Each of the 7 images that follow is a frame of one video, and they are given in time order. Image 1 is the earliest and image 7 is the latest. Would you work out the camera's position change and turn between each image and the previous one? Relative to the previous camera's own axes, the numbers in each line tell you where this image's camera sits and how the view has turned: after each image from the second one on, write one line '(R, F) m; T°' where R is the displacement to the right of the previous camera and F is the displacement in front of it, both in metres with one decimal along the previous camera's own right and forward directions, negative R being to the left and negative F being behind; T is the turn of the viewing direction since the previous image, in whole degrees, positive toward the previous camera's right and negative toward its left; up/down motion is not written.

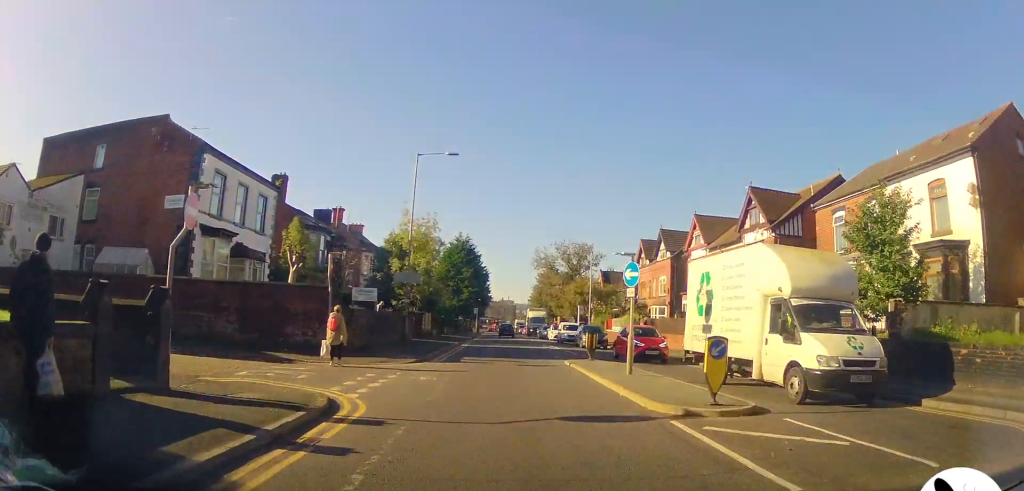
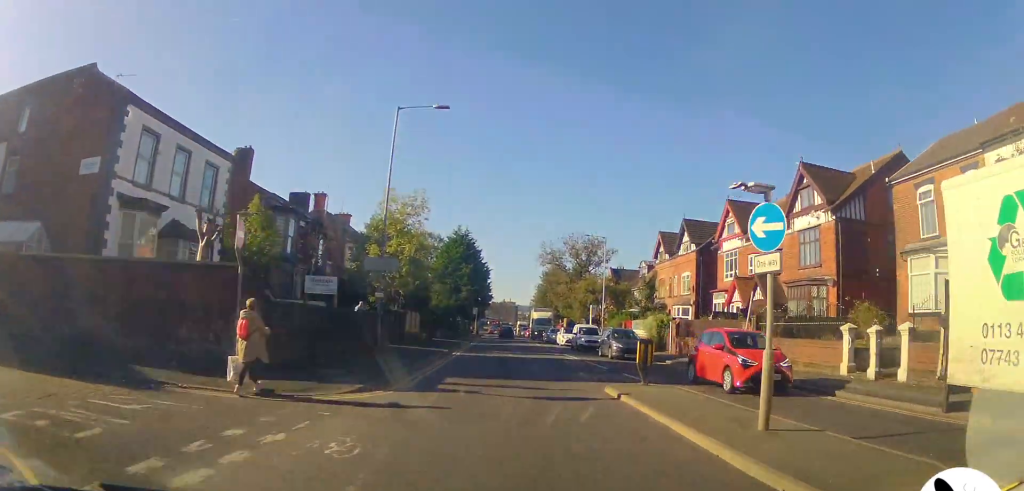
(-0.1, +7.3) m; +1°
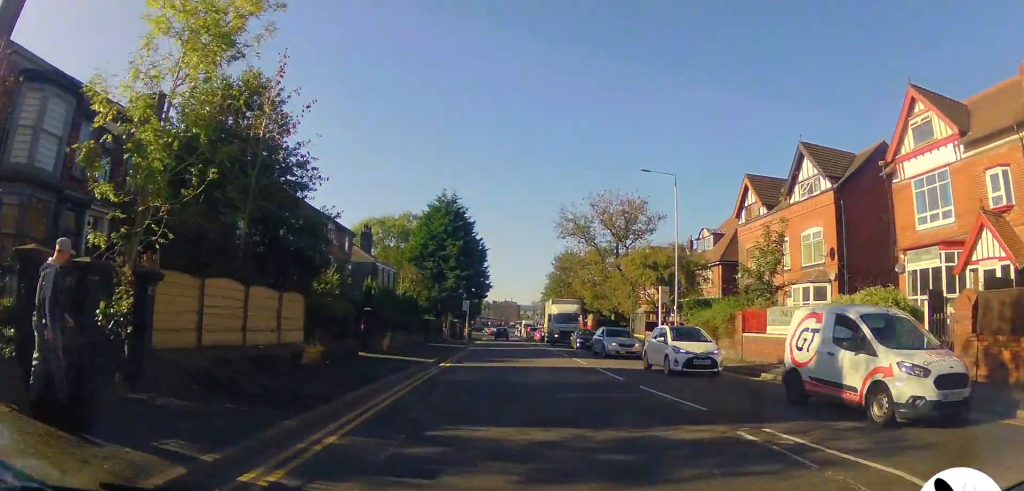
(-0.2, +22.8) m; -3°
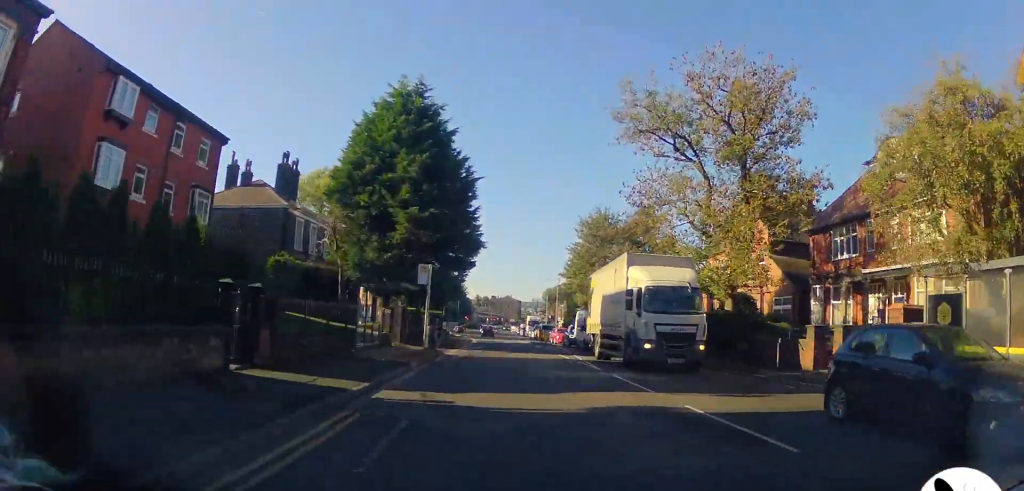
(+1.0, +27.3) m; +1°
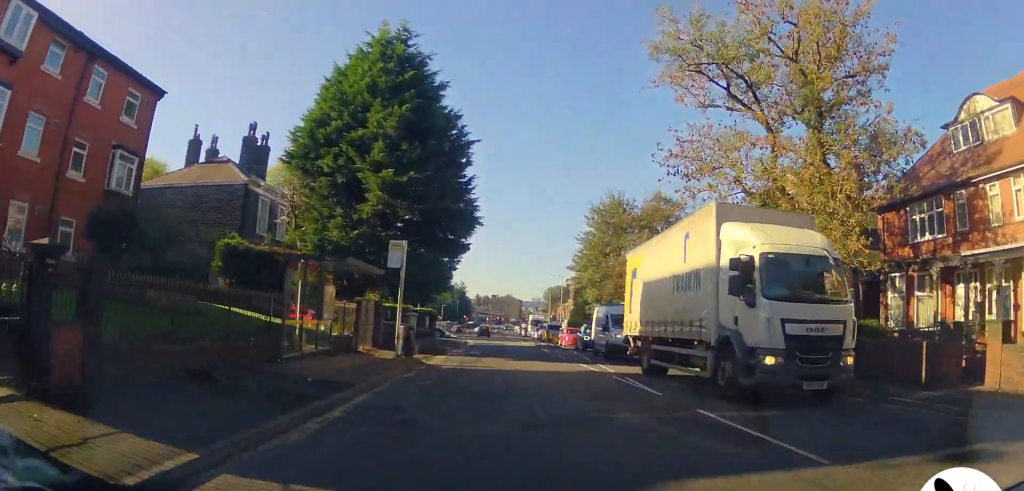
(-0.2, +6.5) m; -1°
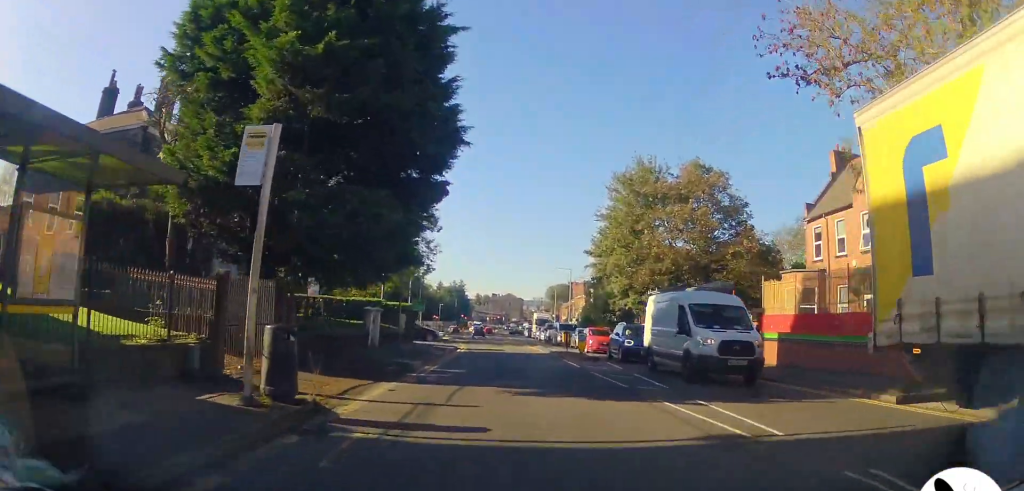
(+0.2, +10.4) m; 0°
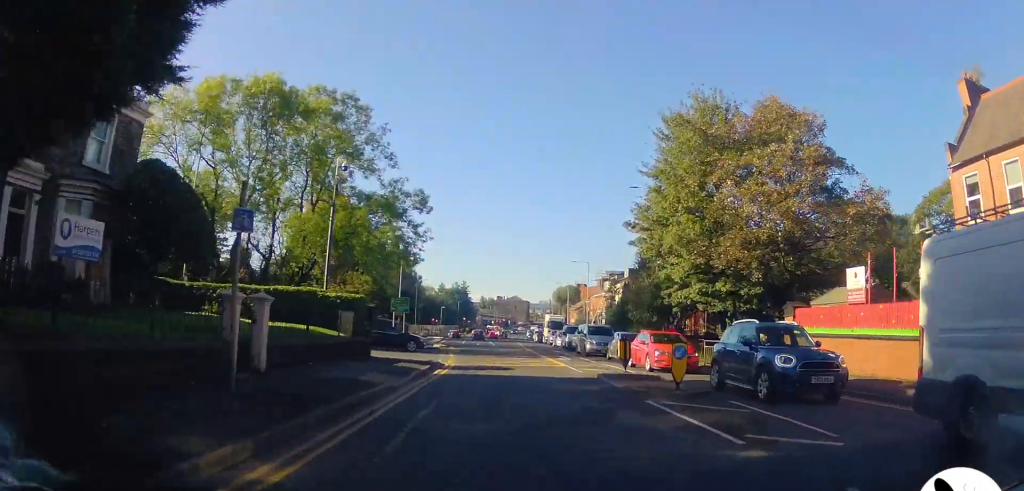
(-0.3, +12.0) m; -1°
